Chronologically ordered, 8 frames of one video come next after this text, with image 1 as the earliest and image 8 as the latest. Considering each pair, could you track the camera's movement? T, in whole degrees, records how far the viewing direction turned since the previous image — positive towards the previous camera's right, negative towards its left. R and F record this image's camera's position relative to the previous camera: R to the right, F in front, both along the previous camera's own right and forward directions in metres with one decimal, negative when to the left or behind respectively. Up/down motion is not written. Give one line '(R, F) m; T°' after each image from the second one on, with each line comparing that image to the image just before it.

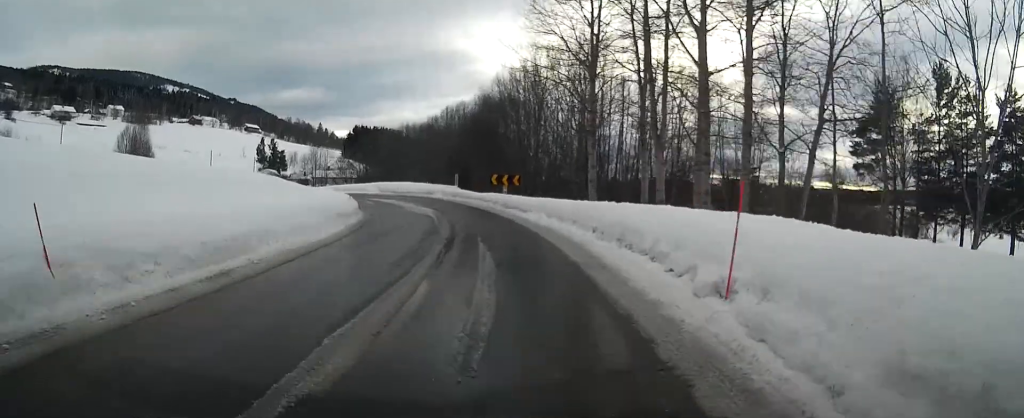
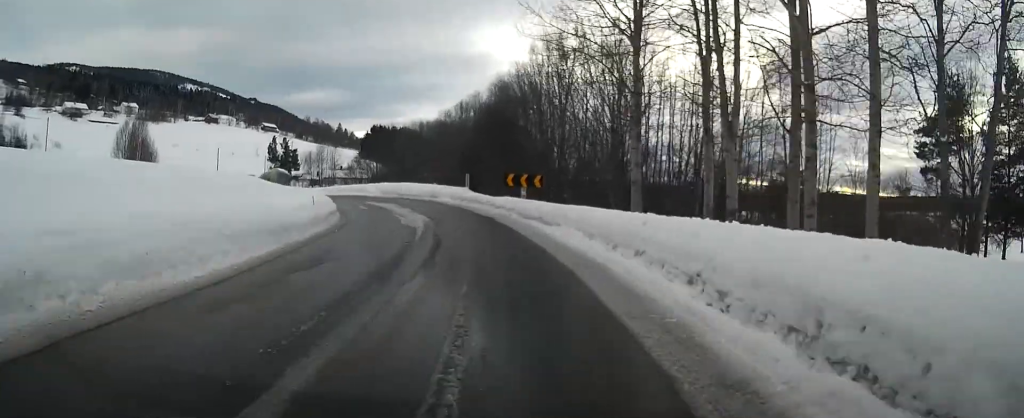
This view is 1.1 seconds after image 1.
(-0.2, +6.7) m; -1°
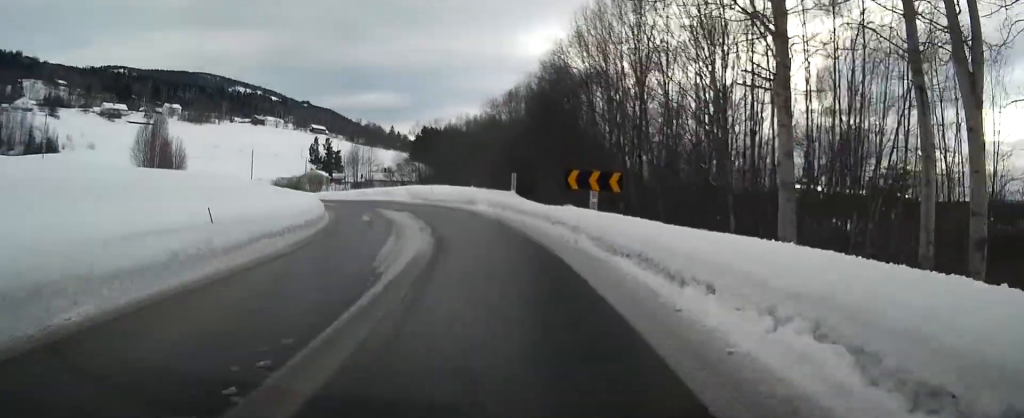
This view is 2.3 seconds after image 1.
(+0.3, +10.2) m; +2°
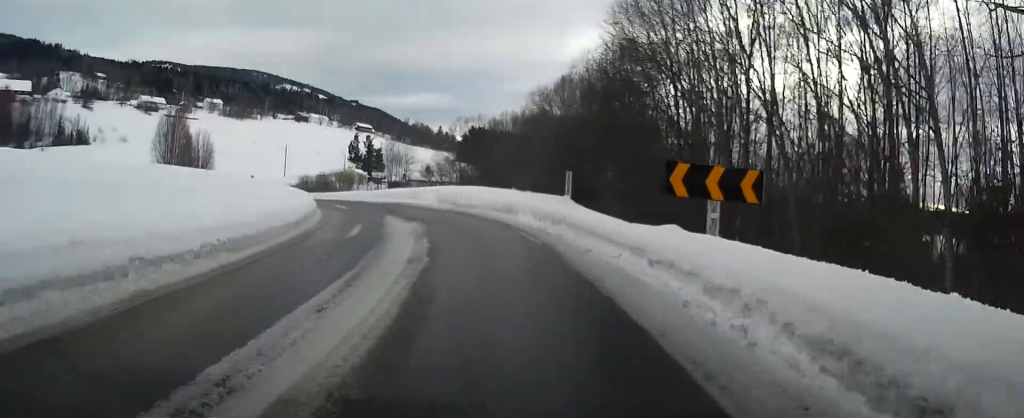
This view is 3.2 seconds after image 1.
(-0.1, +8.8) m; -3°
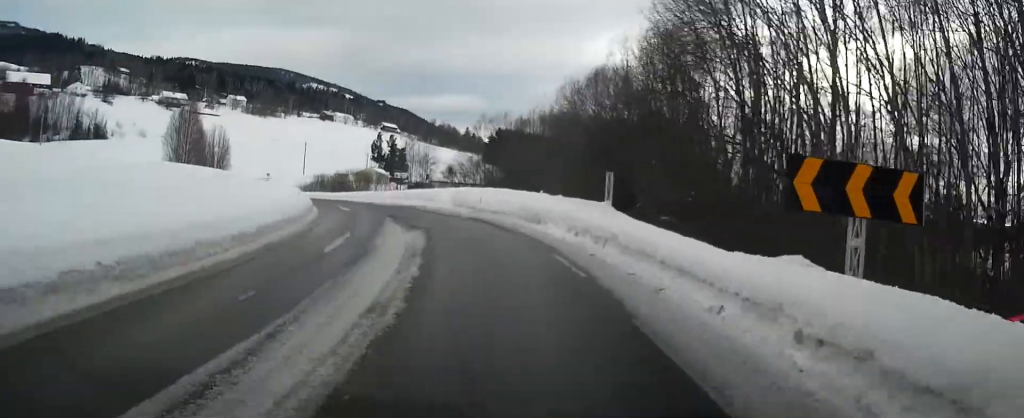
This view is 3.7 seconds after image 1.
(+0.1, +4.5) m; -2°
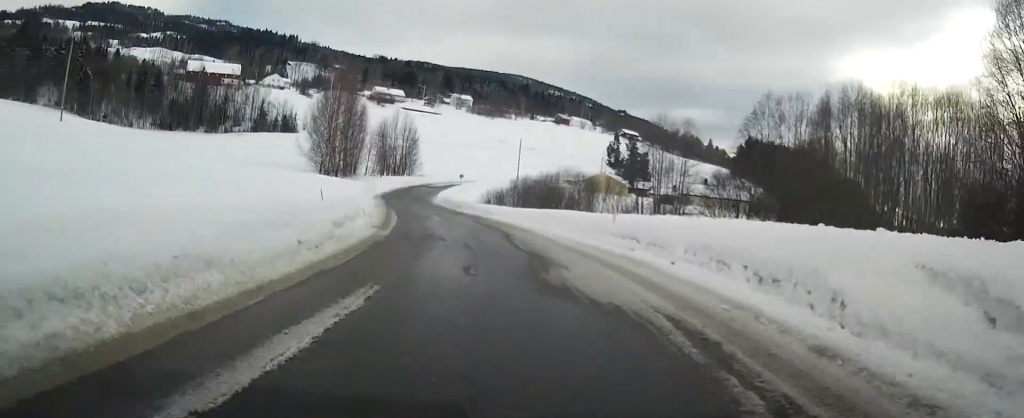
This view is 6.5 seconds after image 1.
(-4.9, +31.4) m; -20°
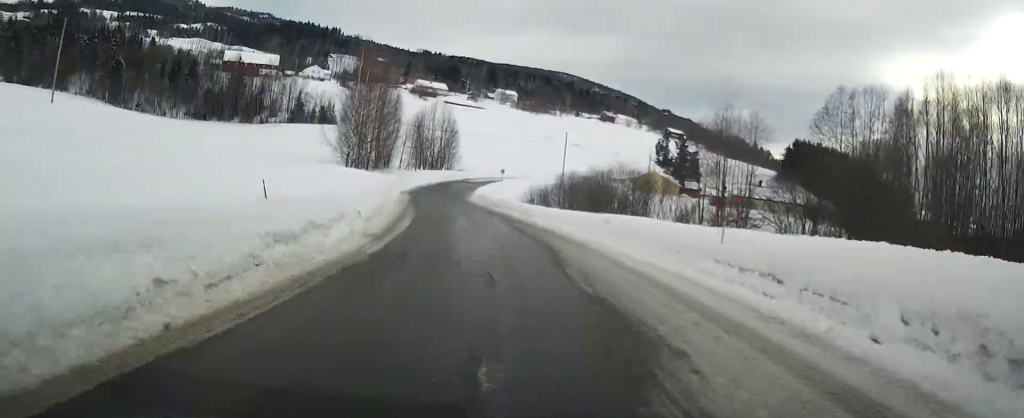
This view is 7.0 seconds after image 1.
(-0.3, +6.2) m; -5°
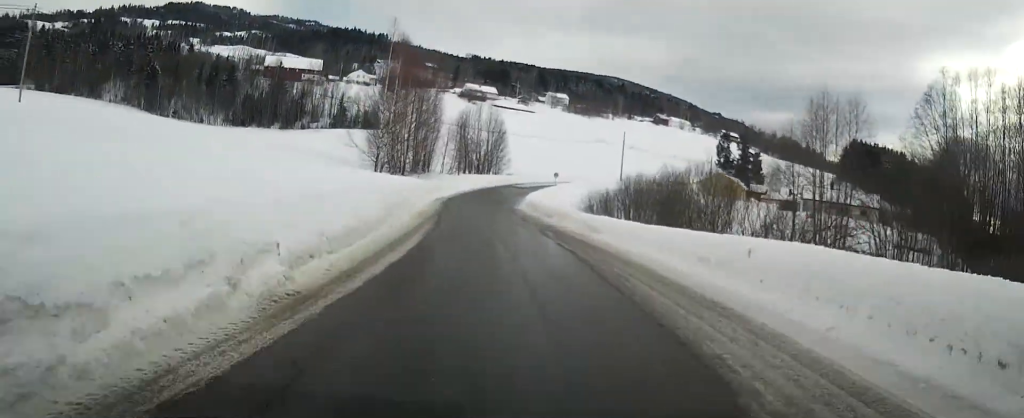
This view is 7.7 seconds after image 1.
(-0.3, +8.3) m; -6°
